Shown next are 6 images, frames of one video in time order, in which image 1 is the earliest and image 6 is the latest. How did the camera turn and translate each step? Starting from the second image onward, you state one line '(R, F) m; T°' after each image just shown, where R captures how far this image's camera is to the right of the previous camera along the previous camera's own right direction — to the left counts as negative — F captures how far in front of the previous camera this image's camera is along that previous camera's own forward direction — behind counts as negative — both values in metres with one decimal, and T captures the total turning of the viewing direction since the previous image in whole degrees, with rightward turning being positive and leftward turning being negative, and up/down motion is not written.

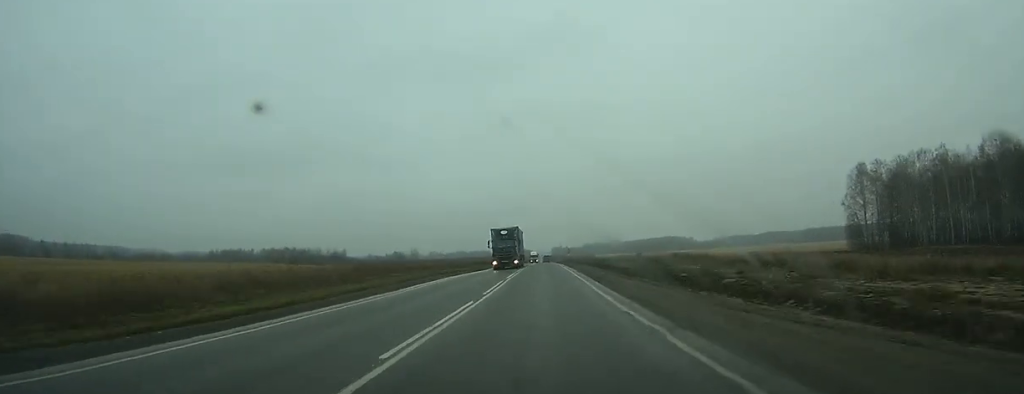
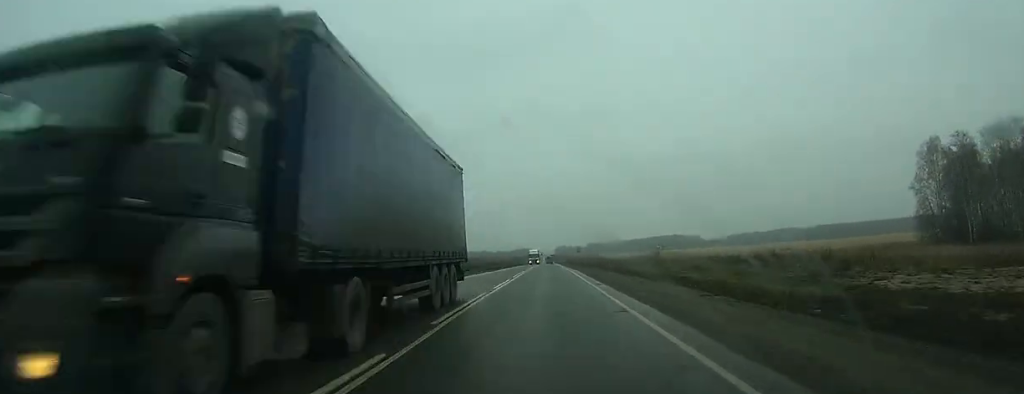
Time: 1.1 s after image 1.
(0.0, +31.9) m; 0°
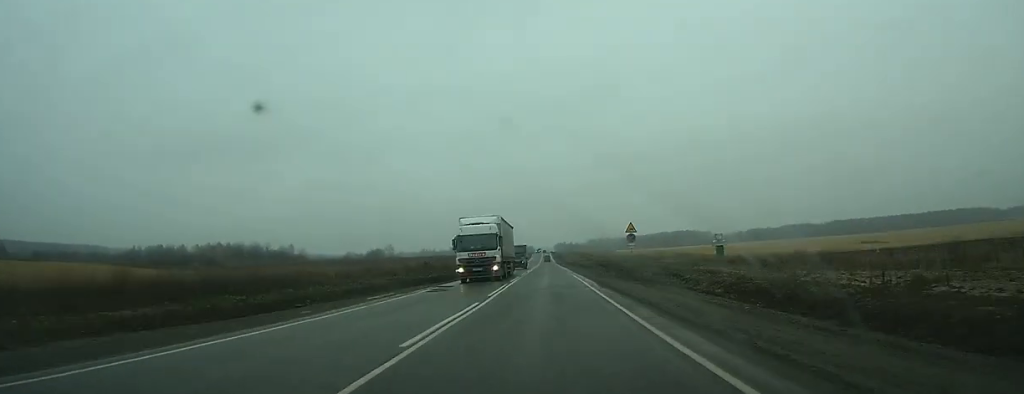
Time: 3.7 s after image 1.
(-0.2, +78.5) m; 0°
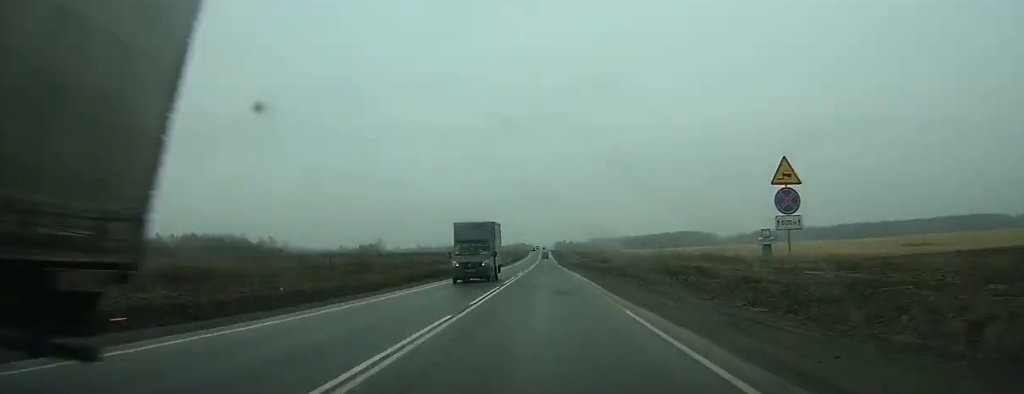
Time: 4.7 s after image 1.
(-0.1, +31.1) m; 0°
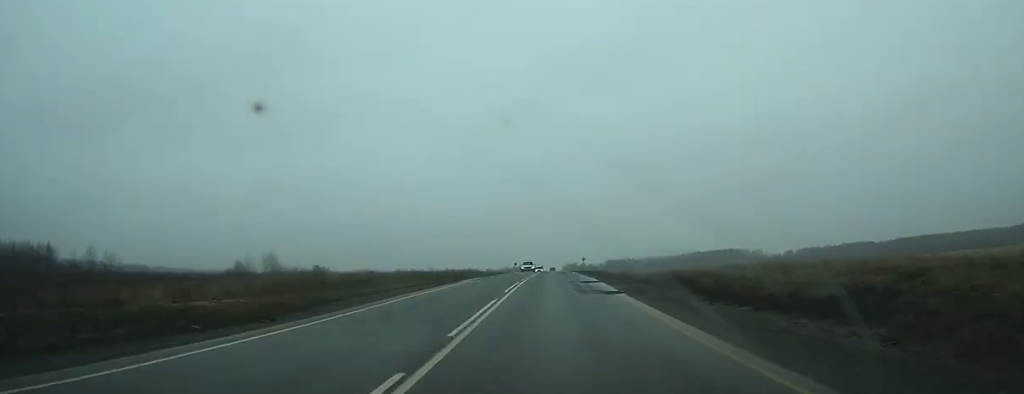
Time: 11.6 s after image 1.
(-0.2, +207.0) m; 0°
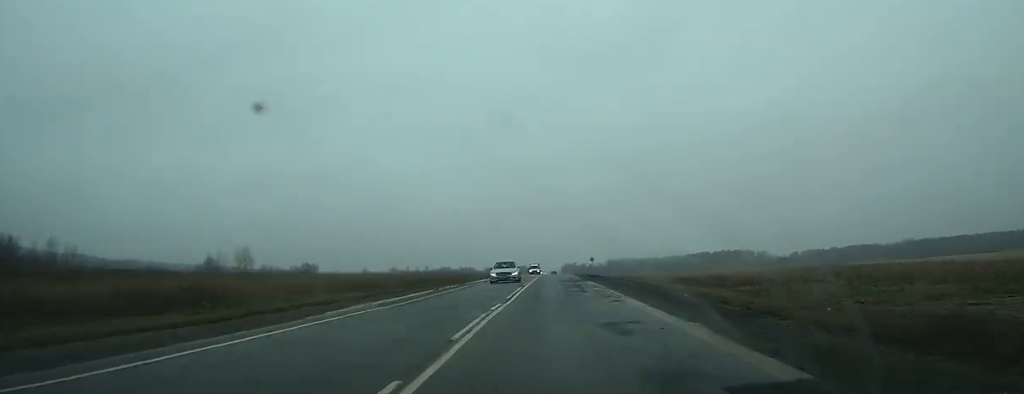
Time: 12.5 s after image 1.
(0.0, +25.0) m; 0°
